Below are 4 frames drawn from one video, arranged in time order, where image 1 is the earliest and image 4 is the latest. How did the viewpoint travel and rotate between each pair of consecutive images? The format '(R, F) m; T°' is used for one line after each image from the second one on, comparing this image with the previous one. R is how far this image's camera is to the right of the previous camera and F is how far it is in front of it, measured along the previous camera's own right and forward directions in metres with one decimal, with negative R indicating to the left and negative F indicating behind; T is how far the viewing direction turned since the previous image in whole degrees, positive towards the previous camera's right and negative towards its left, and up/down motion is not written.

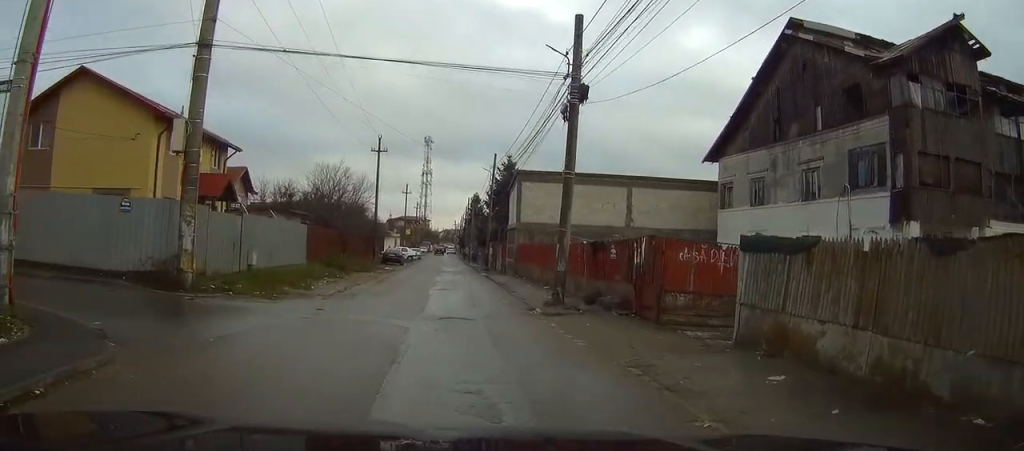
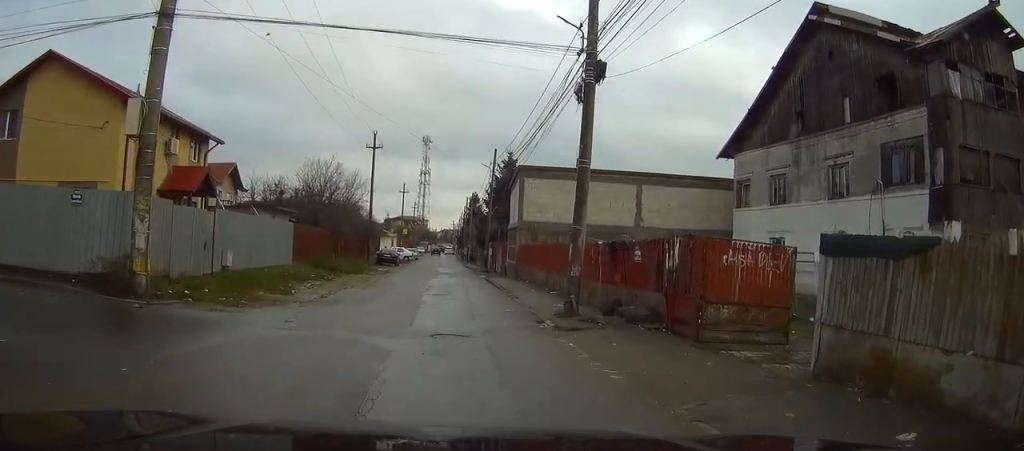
(0.0, +3.5) m; 0°
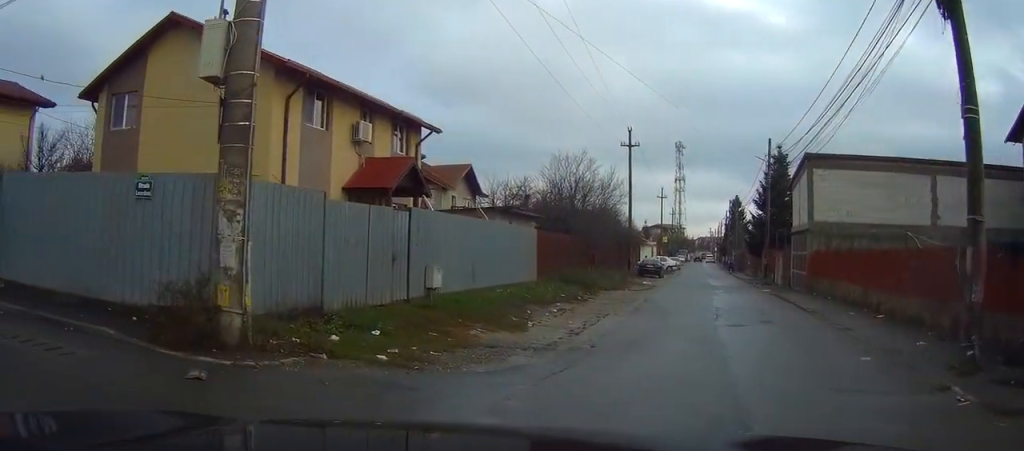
(-0.9, +8.9) m; -21°
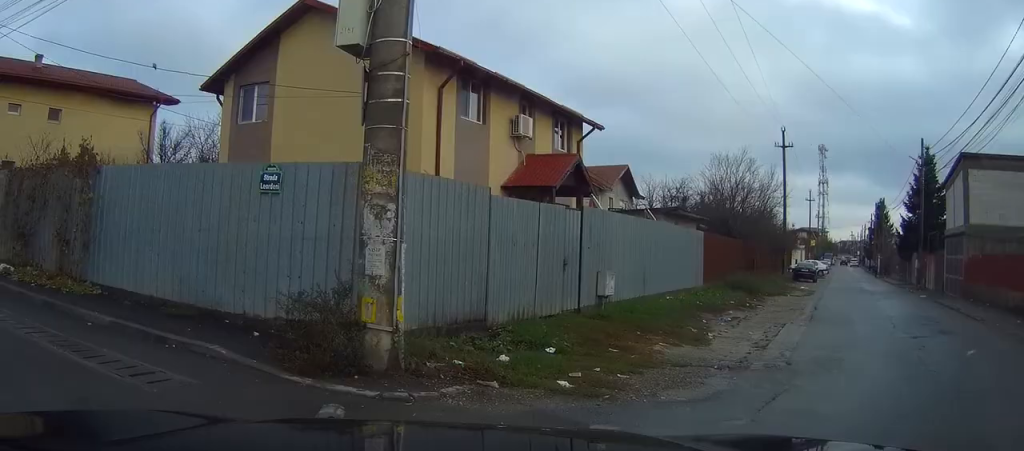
(-0.2, +1.7) m; -11°
